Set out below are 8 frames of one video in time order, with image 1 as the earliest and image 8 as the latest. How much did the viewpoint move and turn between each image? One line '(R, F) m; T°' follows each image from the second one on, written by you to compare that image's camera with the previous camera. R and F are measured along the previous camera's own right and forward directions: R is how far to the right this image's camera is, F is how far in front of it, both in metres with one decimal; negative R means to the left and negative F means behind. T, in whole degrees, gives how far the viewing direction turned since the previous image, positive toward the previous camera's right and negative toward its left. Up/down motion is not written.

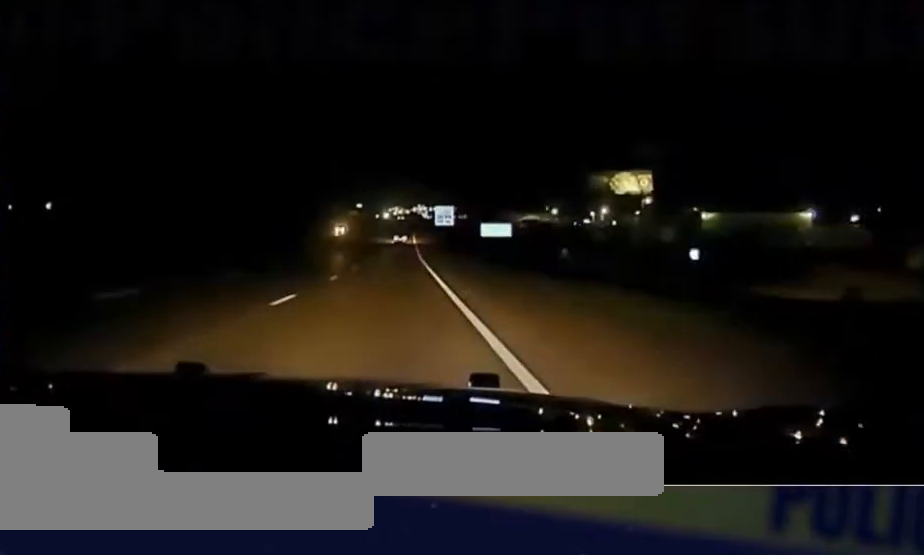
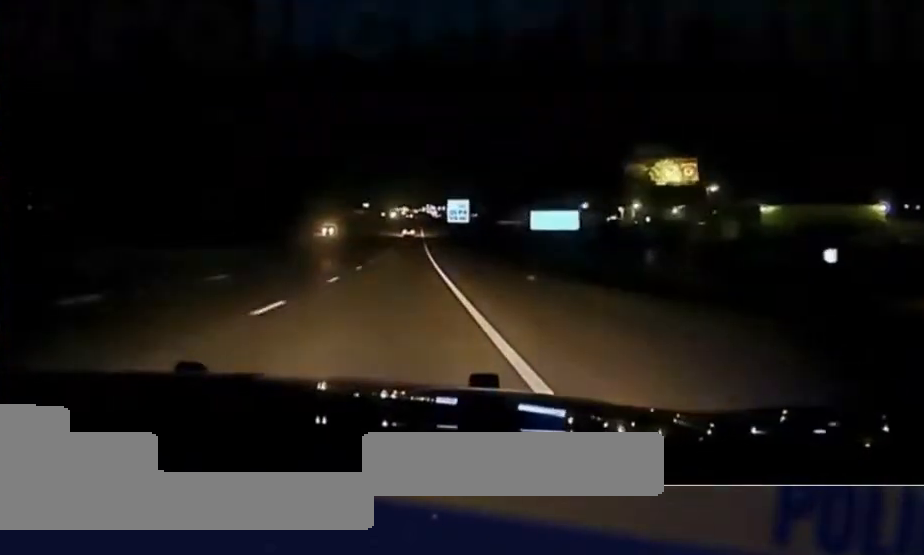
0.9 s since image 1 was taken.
(-0.3, +32.8) m; -1°
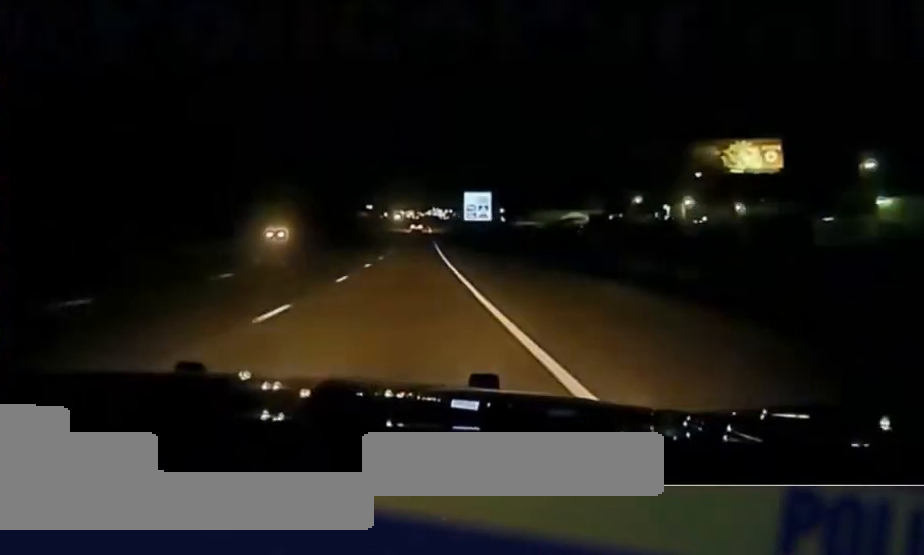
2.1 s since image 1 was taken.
(-0.1, +42.5) m; 0°
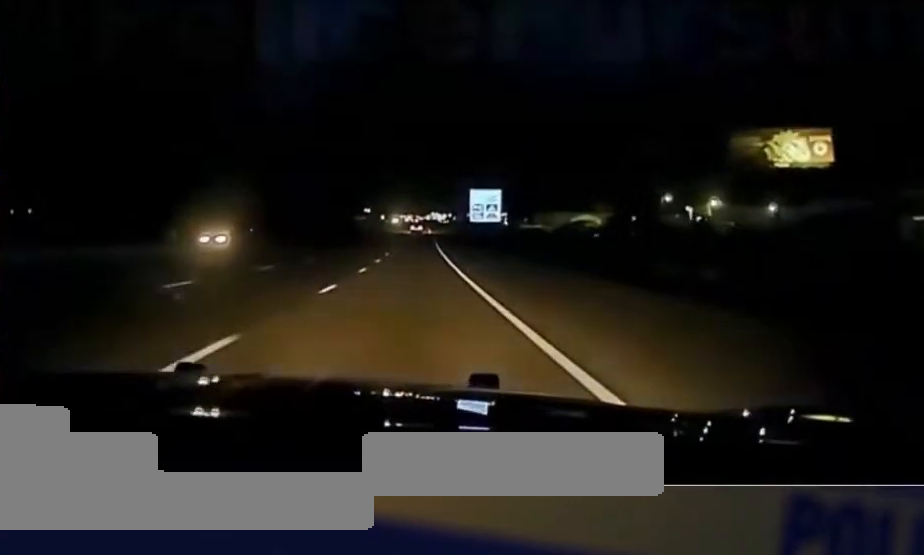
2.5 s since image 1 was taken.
(0.0, +16.4) m; 0°
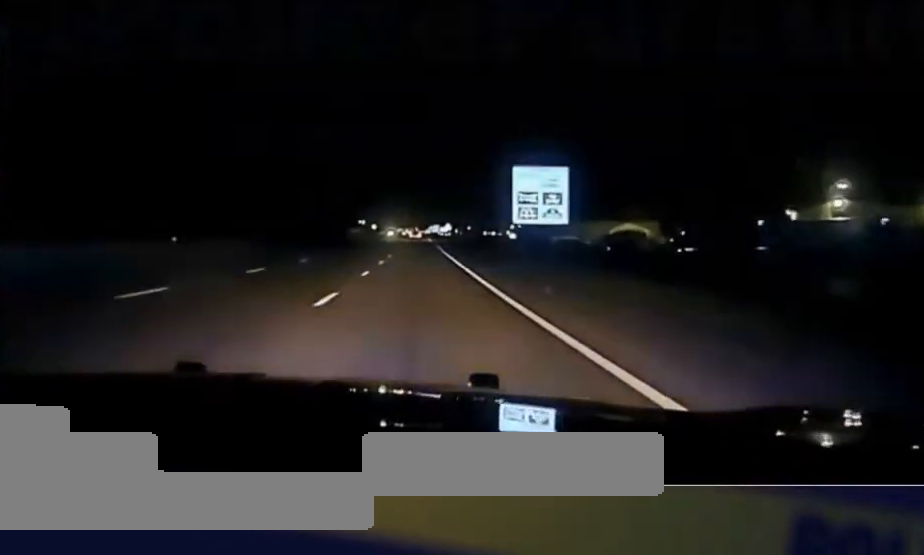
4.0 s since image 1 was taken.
(+0.4, +57.7) m; 0°
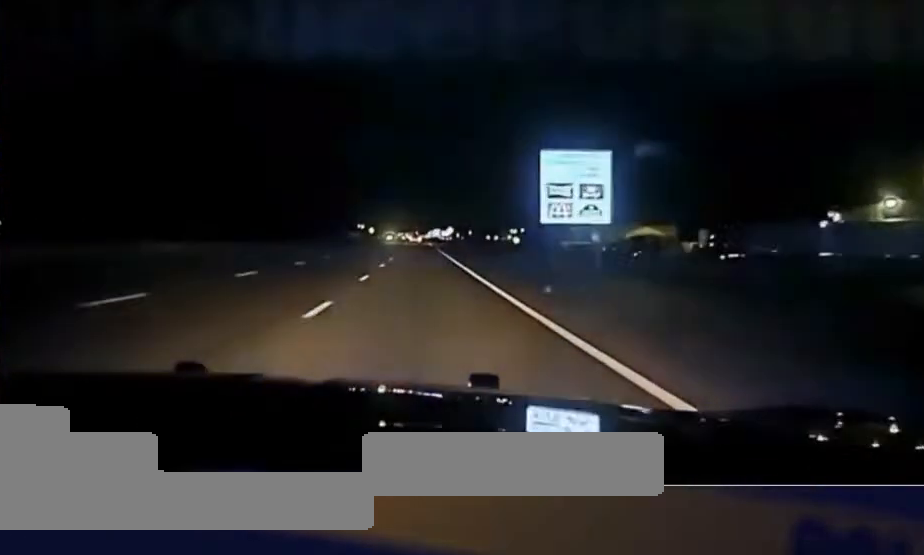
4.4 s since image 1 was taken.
(0.0, +16.4) m; 0°
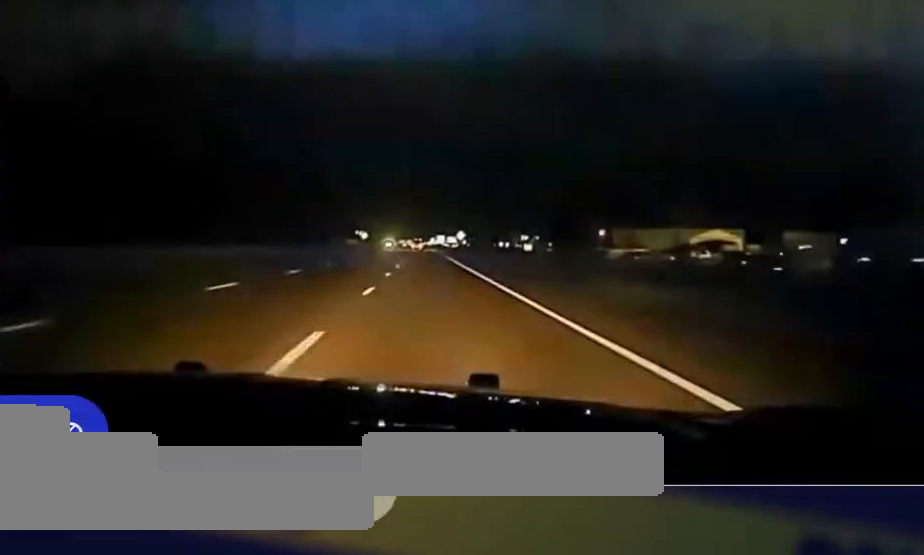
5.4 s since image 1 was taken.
(-0.5, +41.0) m; -1°
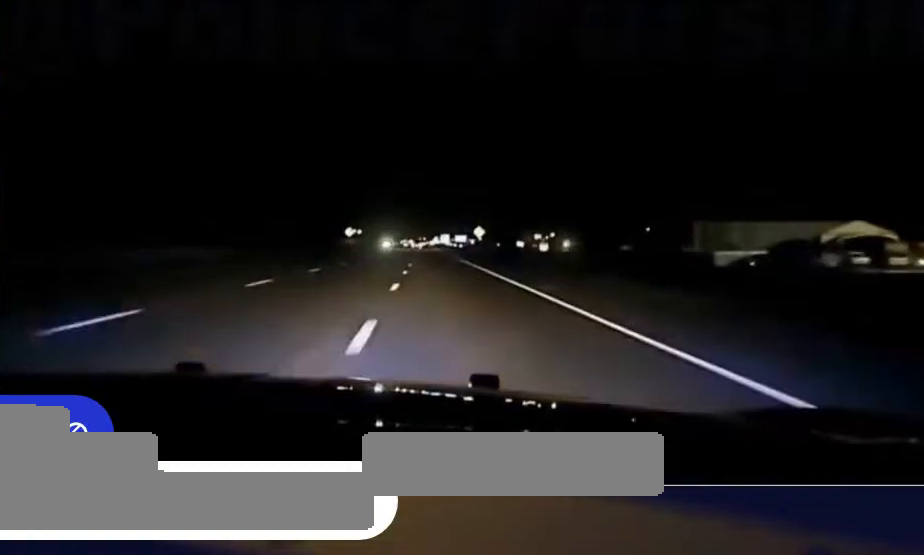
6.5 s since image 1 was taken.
(+0.1, +48.6) m; 0°
